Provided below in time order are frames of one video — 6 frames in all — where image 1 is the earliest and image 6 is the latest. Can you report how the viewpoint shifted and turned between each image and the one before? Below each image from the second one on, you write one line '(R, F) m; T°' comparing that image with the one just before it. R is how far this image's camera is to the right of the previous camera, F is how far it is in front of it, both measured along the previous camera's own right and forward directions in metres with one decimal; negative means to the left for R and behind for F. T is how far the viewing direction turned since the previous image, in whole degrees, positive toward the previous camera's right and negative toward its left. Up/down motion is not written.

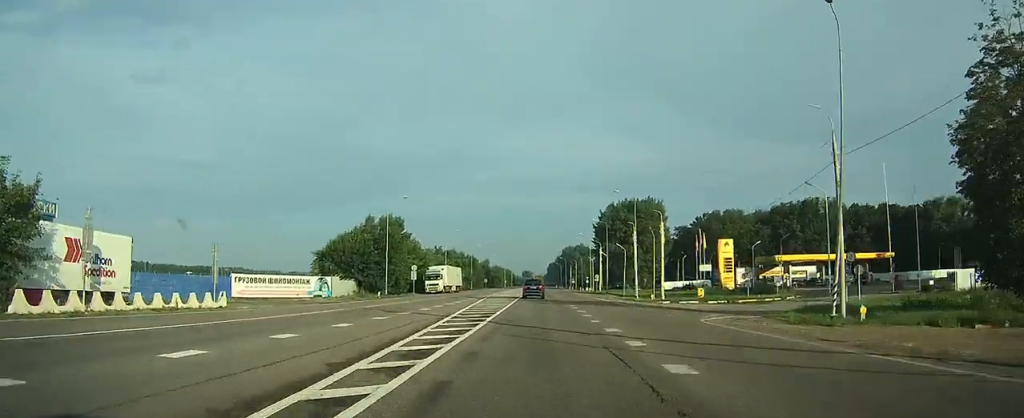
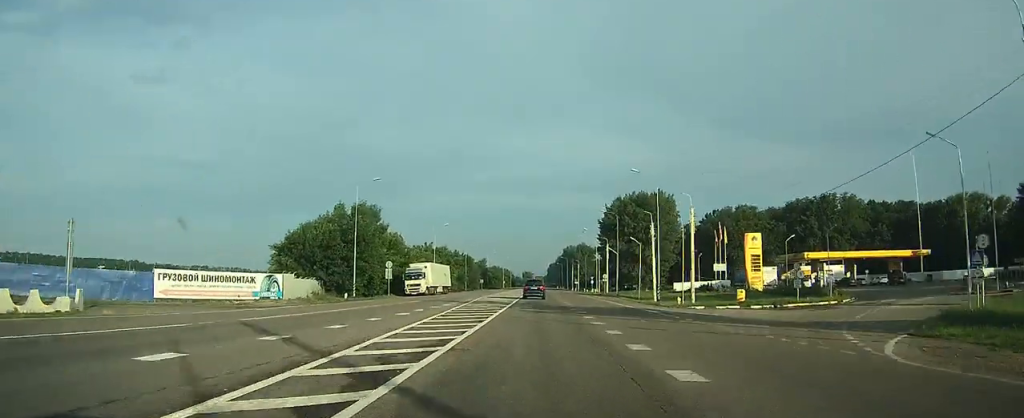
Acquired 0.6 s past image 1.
(0.0, +13.6) m; 0°
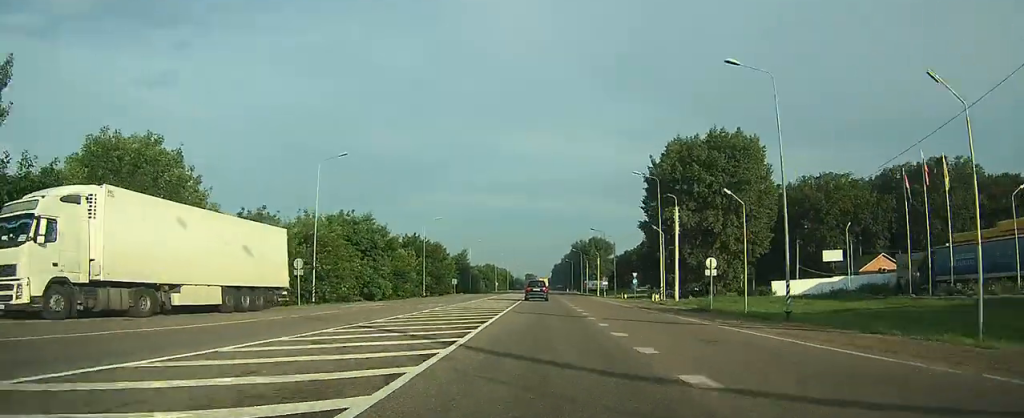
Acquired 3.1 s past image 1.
(+0.1, +60.3) m; 0°
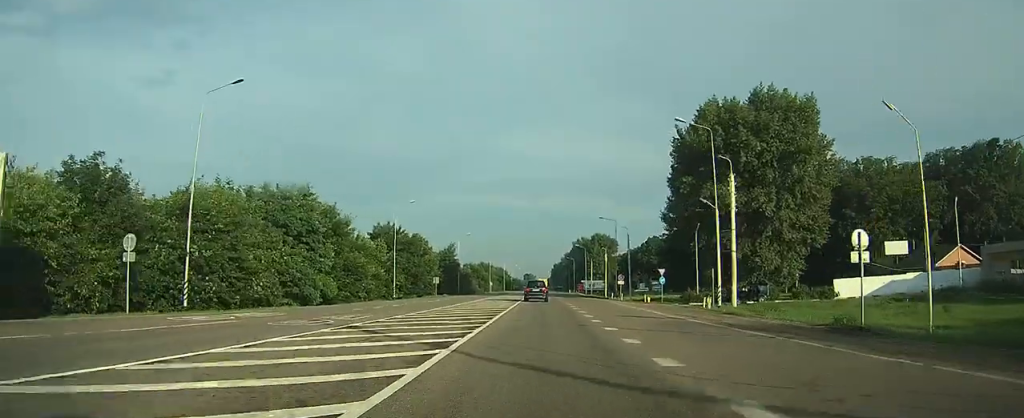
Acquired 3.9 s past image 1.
(0.0, +17.9) m; 0°
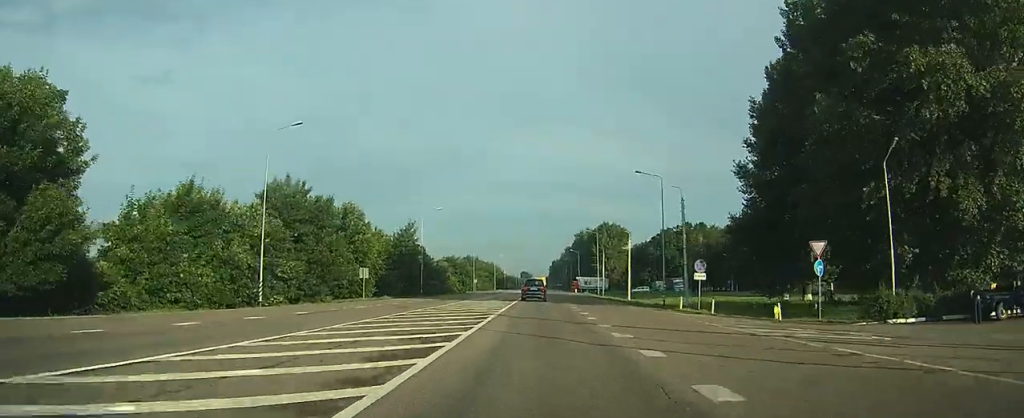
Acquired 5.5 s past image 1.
(0.0, +32.6) m; 0°
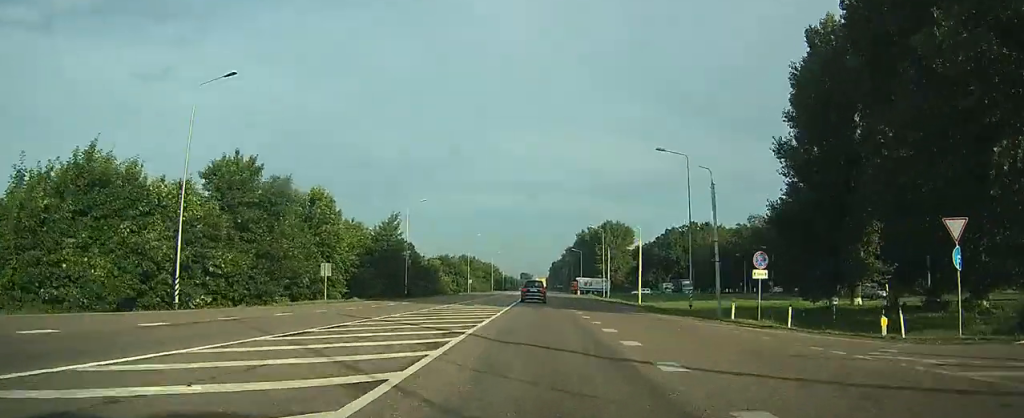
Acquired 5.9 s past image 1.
(-0.1, +8.1) m; 0°
